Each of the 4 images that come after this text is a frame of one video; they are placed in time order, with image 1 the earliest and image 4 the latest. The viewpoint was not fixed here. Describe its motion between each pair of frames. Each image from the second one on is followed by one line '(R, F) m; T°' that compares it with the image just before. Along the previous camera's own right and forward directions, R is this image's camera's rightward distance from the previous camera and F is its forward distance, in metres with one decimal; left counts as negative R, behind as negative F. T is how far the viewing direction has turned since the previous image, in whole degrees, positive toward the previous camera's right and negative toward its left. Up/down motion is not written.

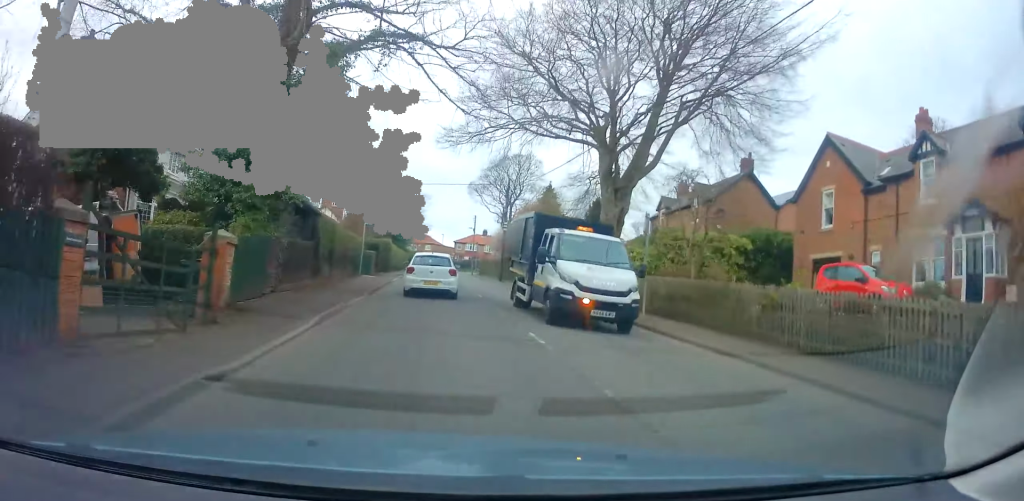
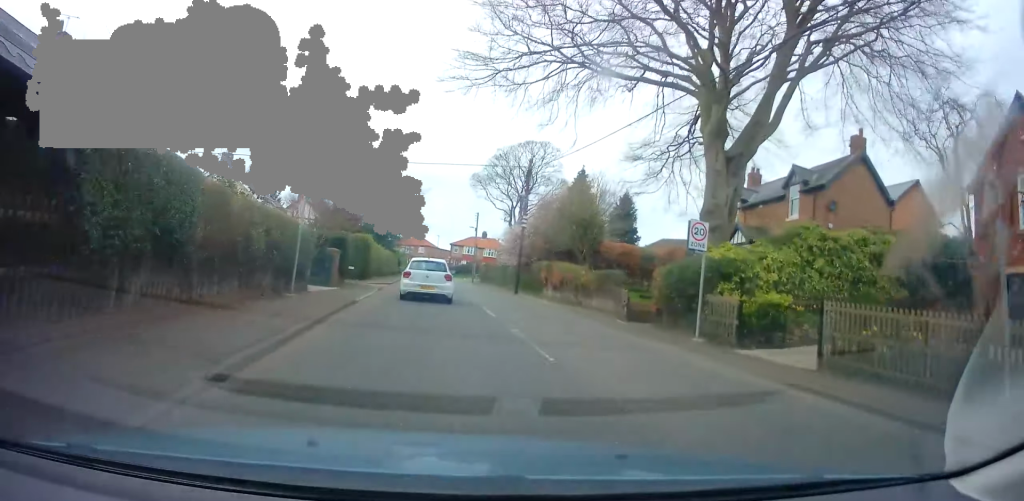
(+0.1, +11.5) m; 0°
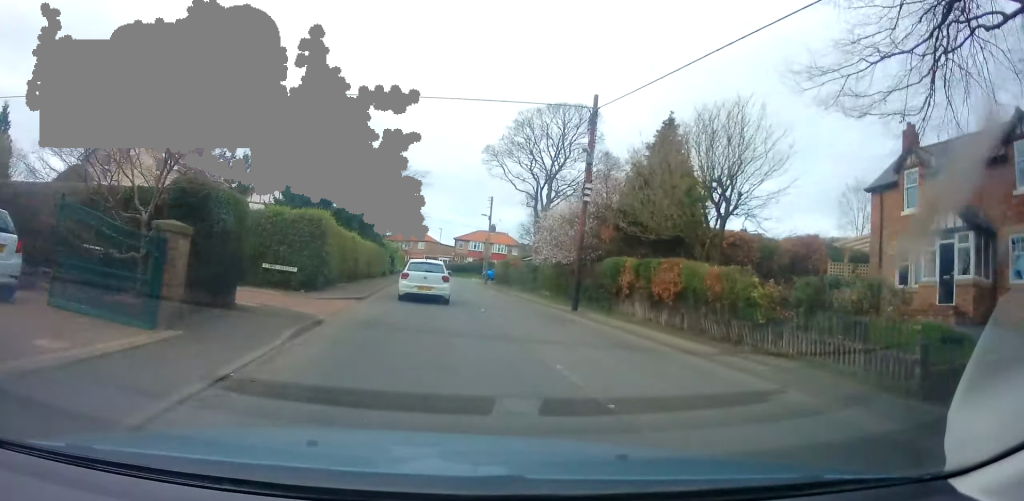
(0.0, +13.8) m; -1°
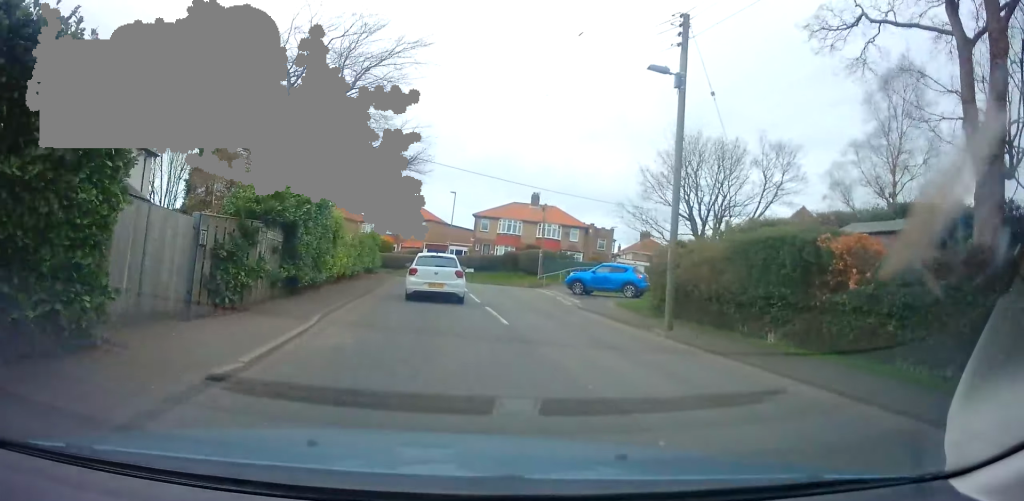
(-0.1, +39.5) m; 0°
